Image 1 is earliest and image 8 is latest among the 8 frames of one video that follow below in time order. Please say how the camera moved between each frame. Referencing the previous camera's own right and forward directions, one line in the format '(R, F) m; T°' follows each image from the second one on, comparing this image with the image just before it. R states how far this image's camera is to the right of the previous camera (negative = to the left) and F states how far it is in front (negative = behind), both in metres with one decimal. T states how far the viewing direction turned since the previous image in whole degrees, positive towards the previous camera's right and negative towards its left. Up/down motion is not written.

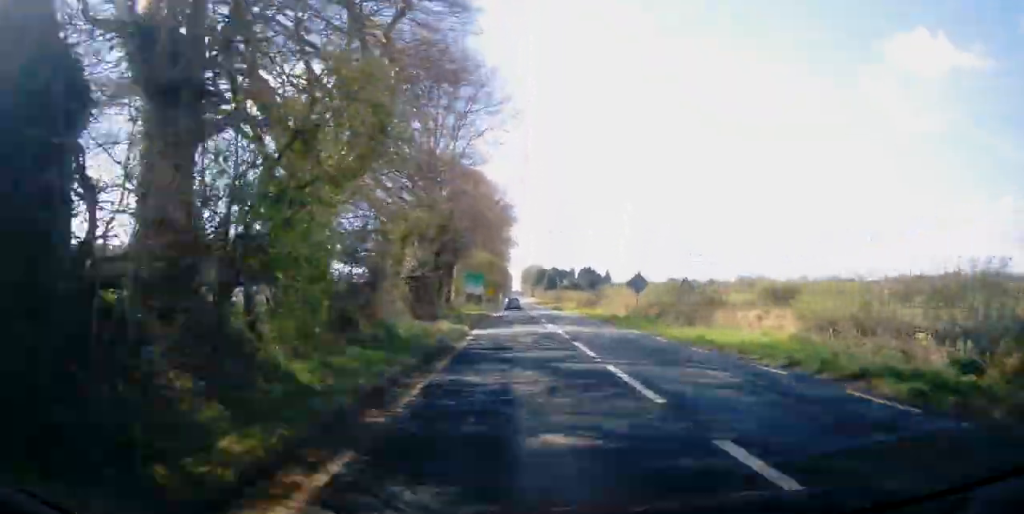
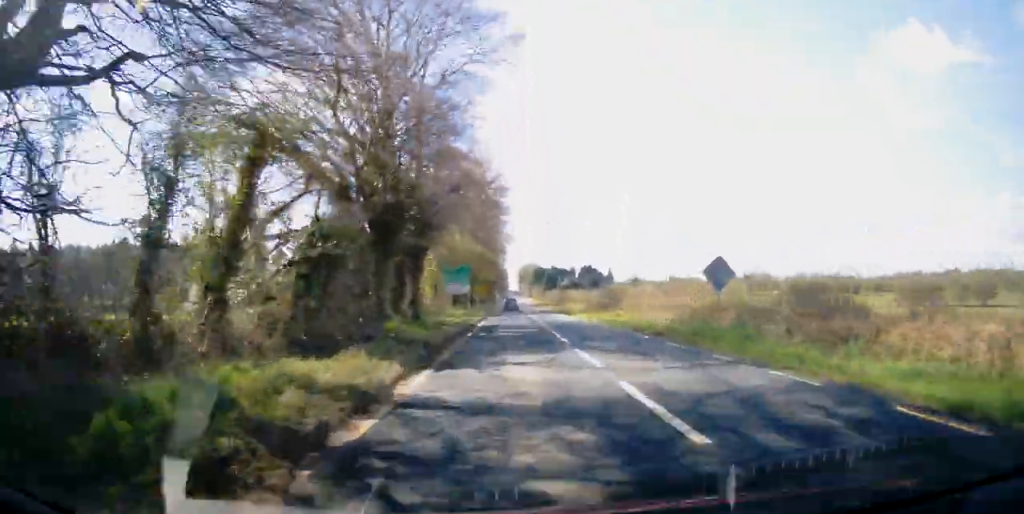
(+0.2, +13.7) m; +1°
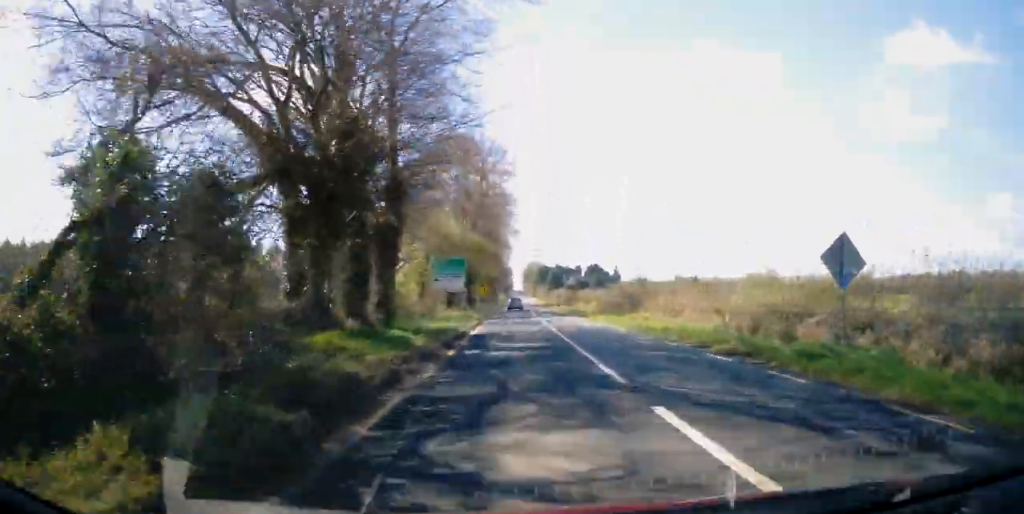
(+0.1, +7.7) m; 0°
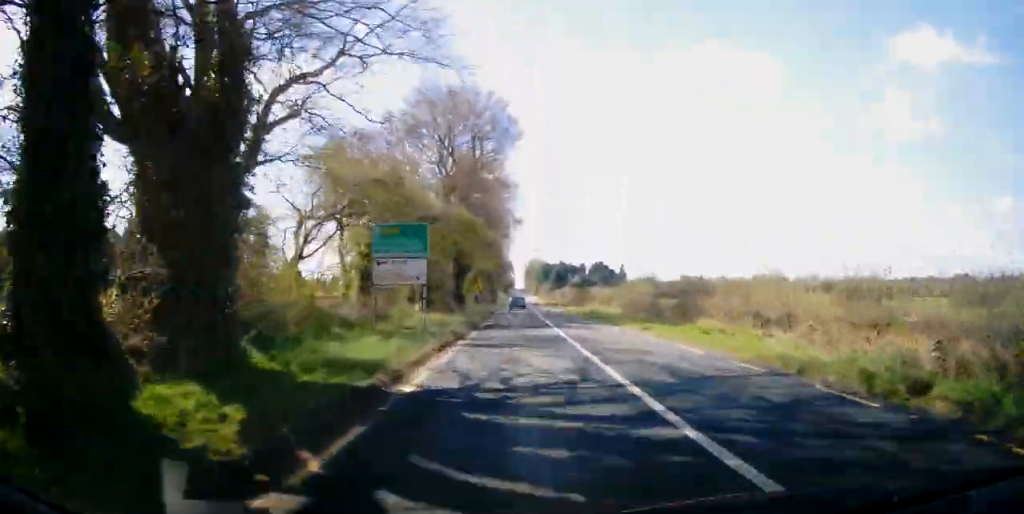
(-0.1, +13.9) m; -1°
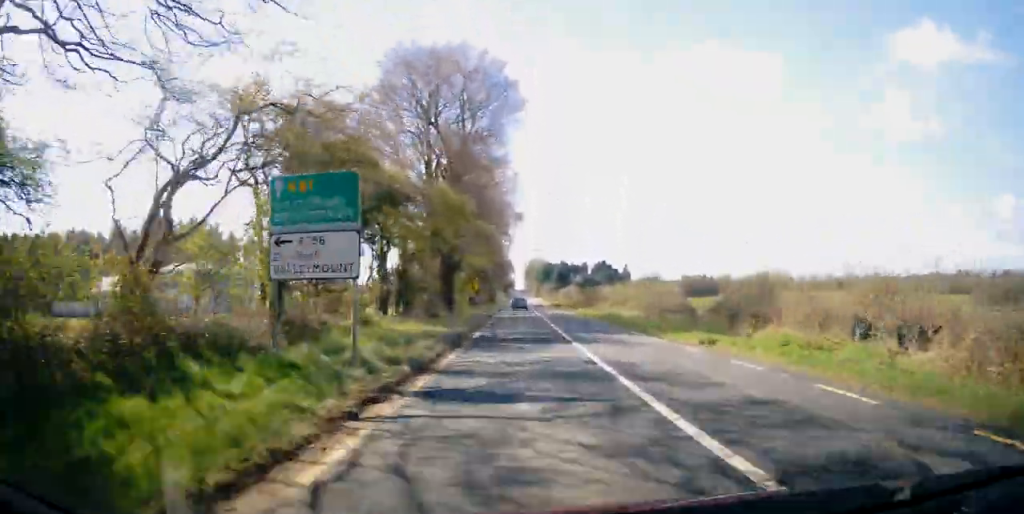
(-0.1, +7.9) m; -1°
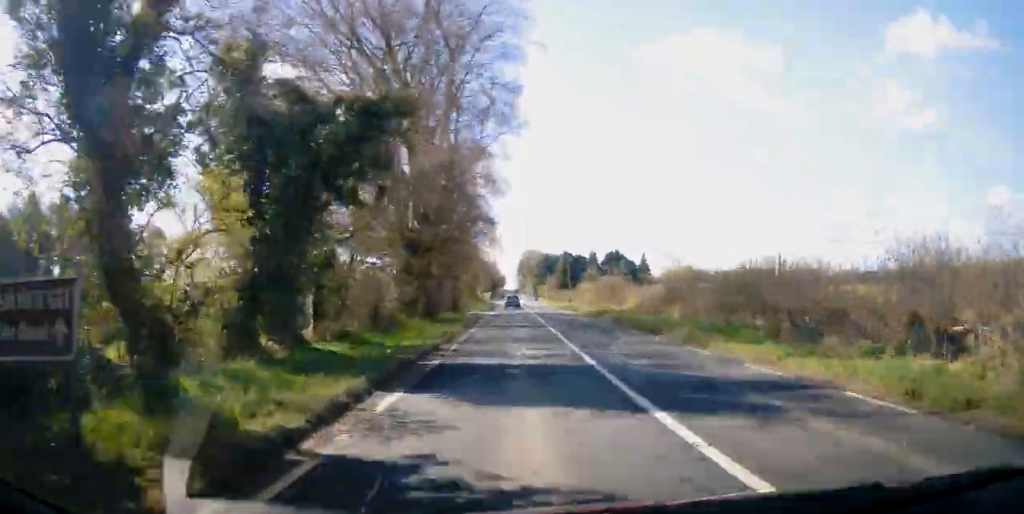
(+0.6, +53.4) m; -6°
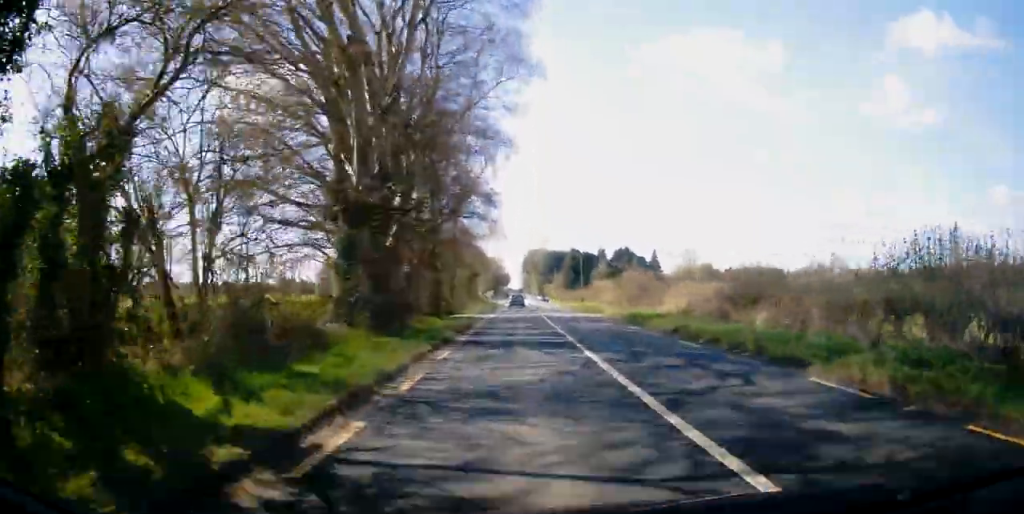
(-0.6, +10.7) m; 0°
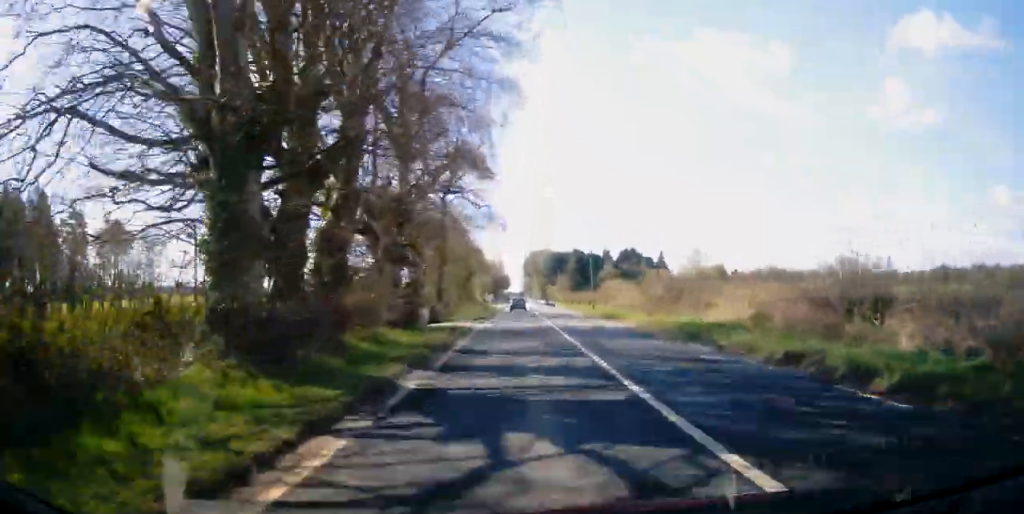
(-1.8, +8.8) m; +4°
